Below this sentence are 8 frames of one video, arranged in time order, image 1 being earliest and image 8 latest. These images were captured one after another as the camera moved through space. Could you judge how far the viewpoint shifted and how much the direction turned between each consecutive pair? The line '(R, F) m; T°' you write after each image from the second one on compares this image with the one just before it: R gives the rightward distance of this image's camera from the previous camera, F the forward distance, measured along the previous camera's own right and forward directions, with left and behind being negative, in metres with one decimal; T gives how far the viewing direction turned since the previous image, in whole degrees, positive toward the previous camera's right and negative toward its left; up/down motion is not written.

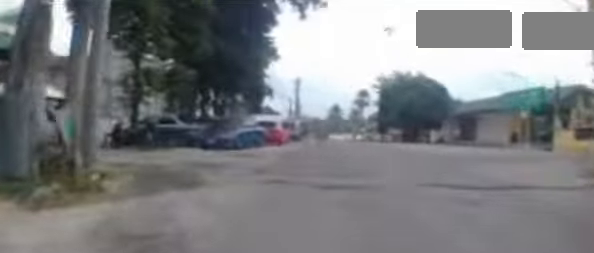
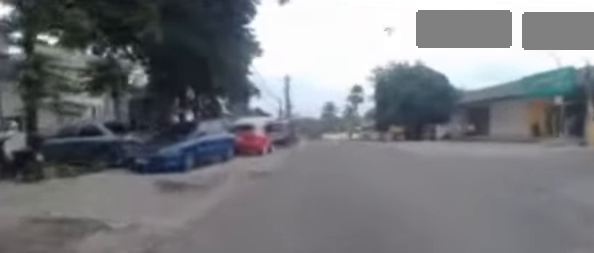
(+0.3, +4.7) m; +4°
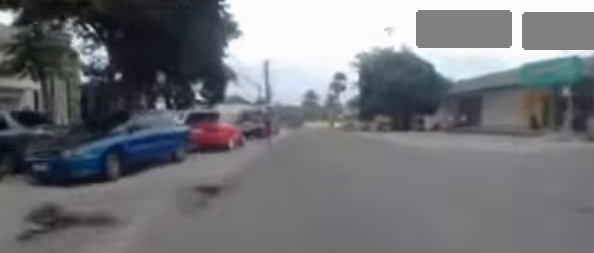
(+0.1, +2.6) m; +2°
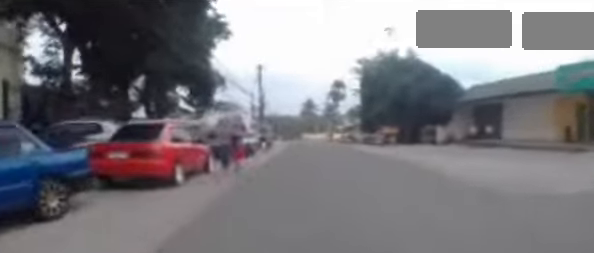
(0.0, +4.9) m; +2°
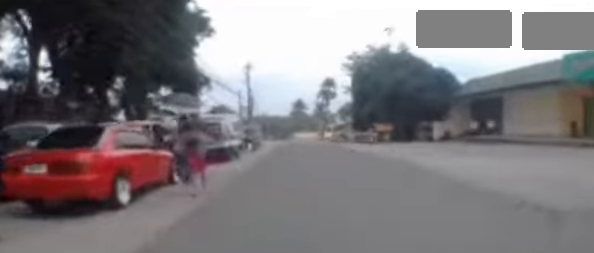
(0.0, +2.0) m; +2°
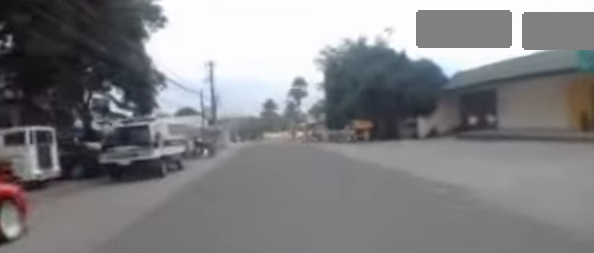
(+0.2, +4.1) m; +4°
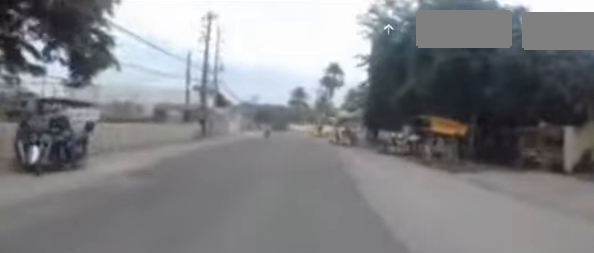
(-0.5, +14.5) m; -4°
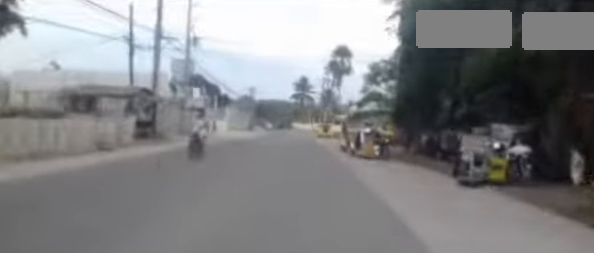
(+0.1, +9.4) m; -5°
